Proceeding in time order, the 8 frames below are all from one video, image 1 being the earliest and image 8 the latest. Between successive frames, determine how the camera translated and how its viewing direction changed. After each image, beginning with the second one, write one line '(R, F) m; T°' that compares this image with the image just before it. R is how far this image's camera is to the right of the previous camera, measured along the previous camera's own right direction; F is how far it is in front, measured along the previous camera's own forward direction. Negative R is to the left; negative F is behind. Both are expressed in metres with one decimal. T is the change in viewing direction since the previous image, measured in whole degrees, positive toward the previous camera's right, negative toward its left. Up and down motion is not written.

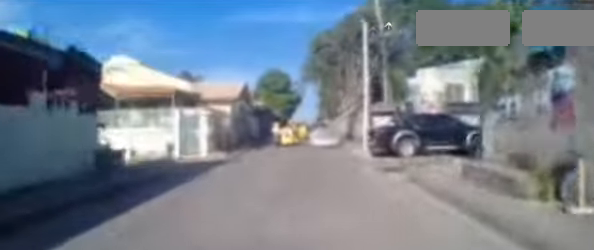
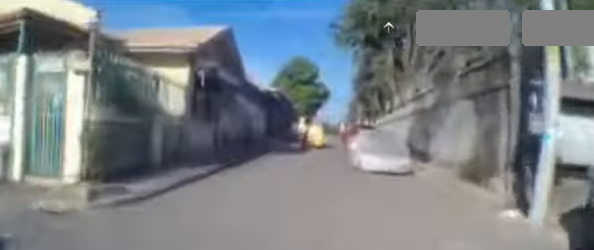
(-0.1, +7.3) m; +4°
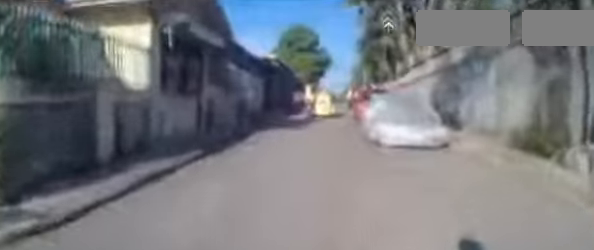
(0.0, +2.2) m; +2°
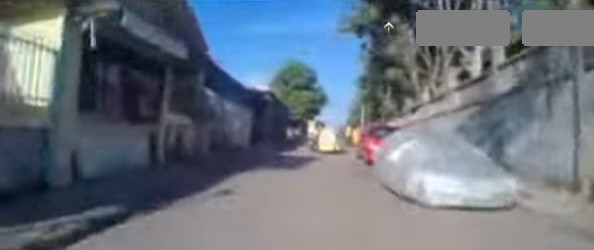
(+0.1, +3.0) m; 0°
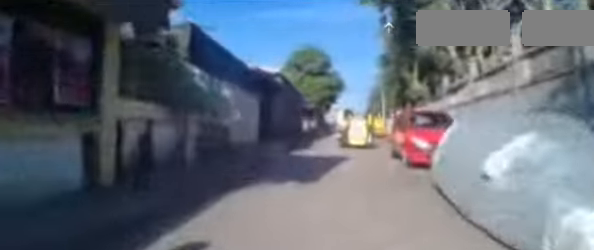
(+0.1, +2.6) m; -1°
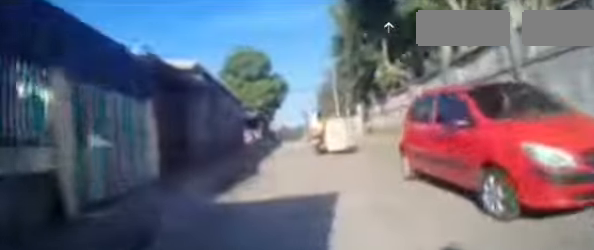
(-0.3, +5.6) m; -3°
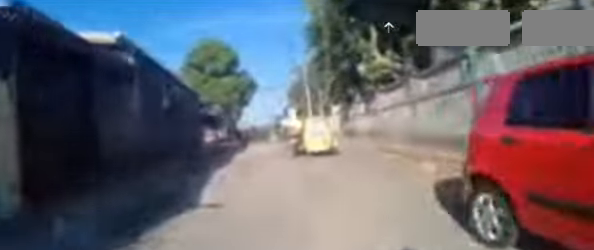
(0.0, +3.2) m; 0°
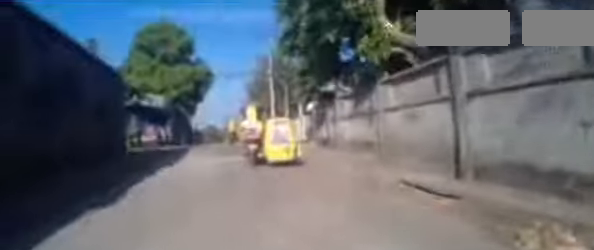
(-0.1, +4.7) m; +4°
